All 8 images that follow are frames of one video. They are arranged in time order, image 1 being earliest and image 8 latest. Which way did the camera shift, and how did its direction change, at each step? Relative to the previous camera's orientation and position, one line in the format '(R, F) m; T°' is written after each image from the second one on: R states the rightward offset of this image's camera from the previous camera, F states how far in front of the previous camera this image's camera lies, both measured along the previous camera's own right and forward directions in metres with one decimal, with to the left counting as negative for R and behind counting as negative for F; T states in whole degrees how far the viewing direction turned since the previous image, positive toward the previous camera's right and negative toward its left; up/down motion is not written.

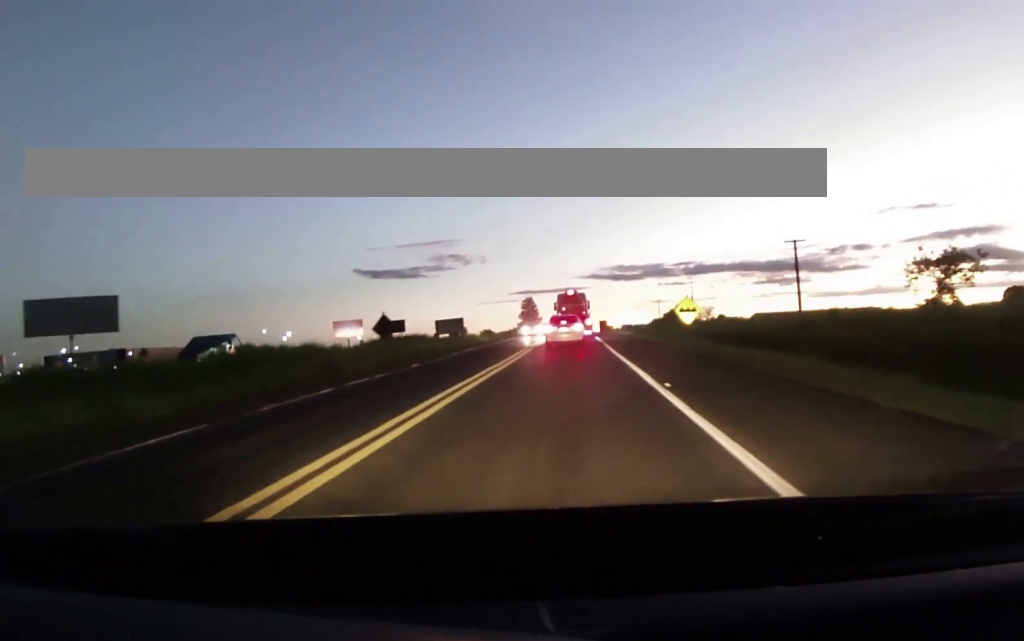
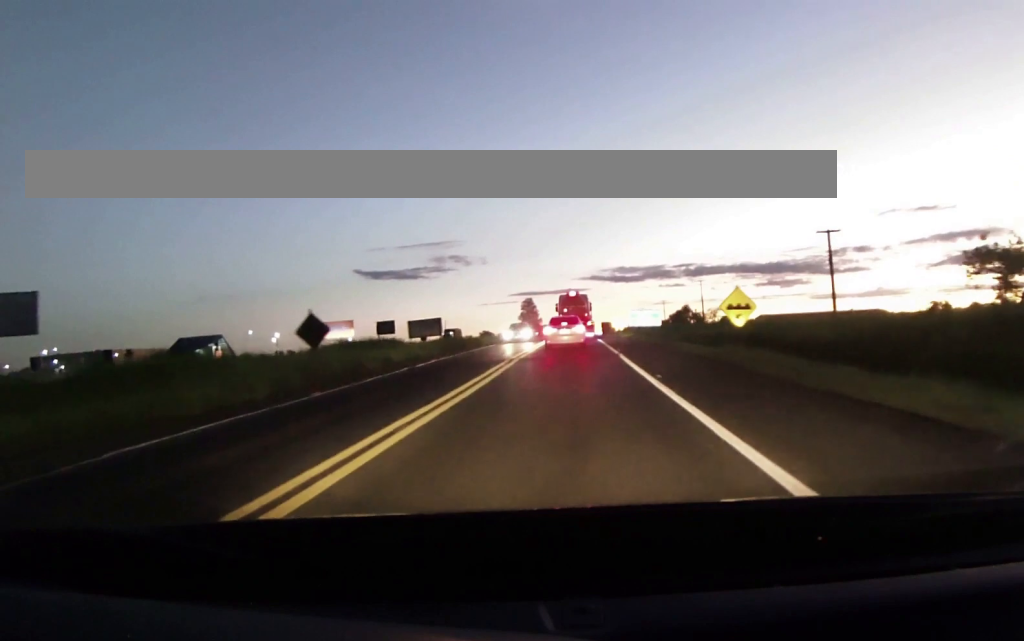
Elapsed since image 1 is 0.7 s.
(0.0, +11.8) m; 0°
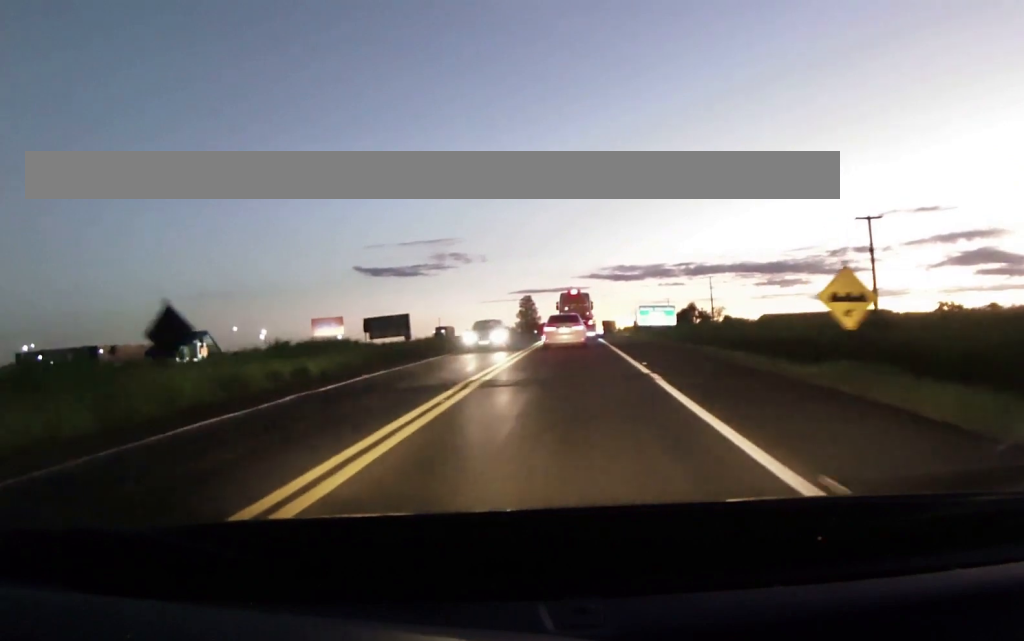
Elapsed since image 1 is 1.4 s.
(0.0, +11.2) m; 0°
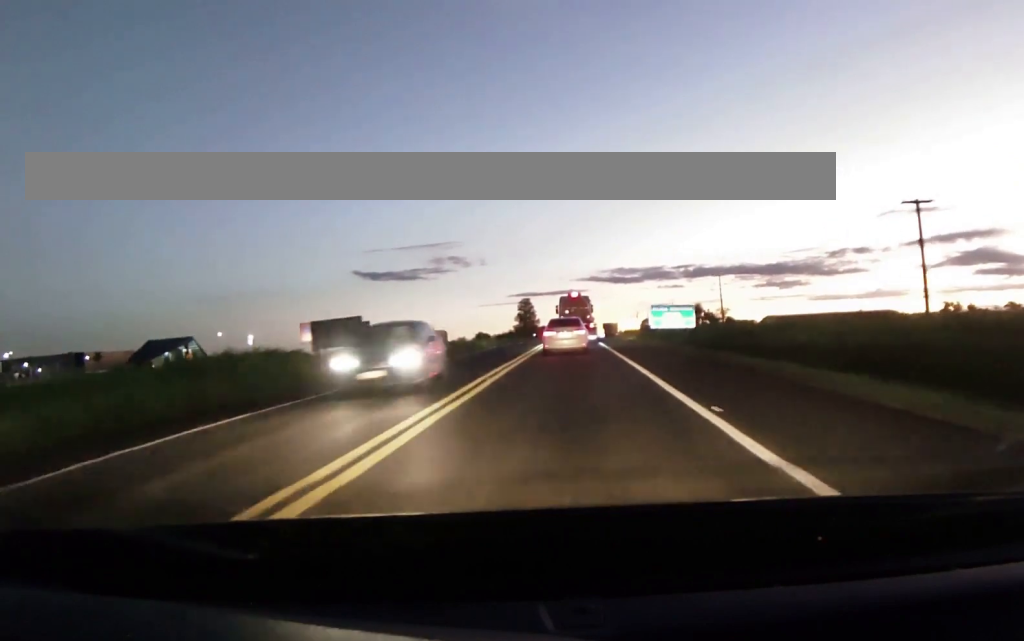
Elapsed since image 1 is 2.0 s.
(0.0, +10.4) m; +1°
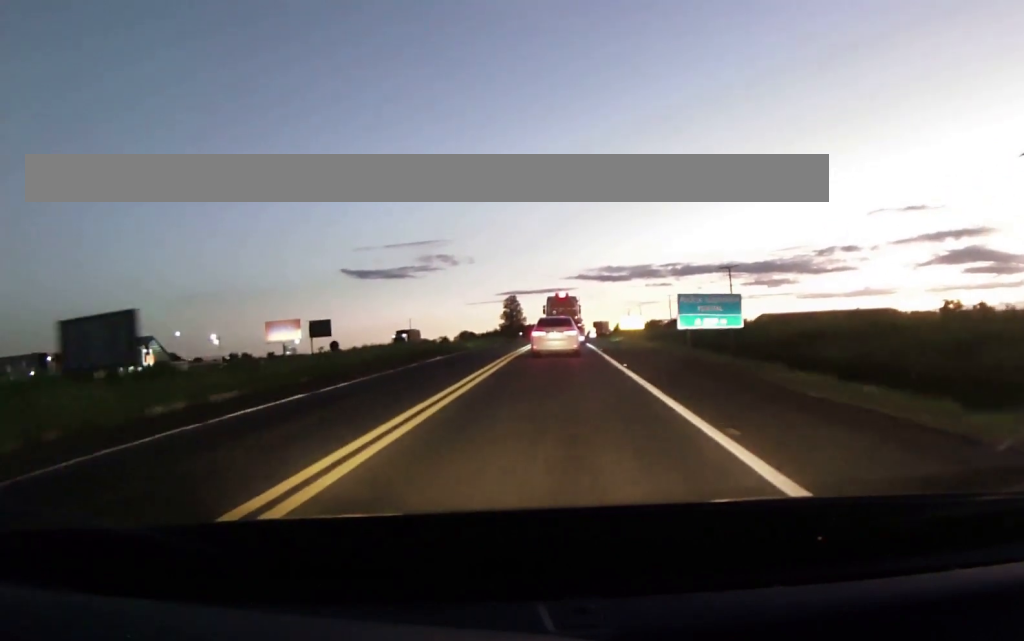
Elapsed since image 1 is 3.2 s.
(+0.3, +19.3) m; +1°
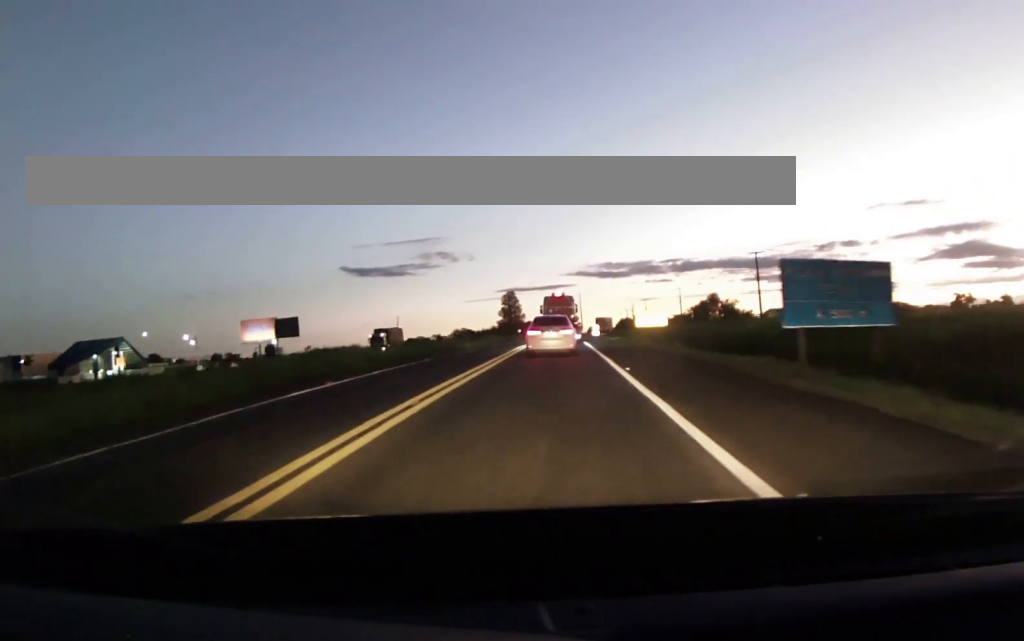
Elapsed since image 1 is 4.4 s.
(-0.3, +17.9) m; -2°
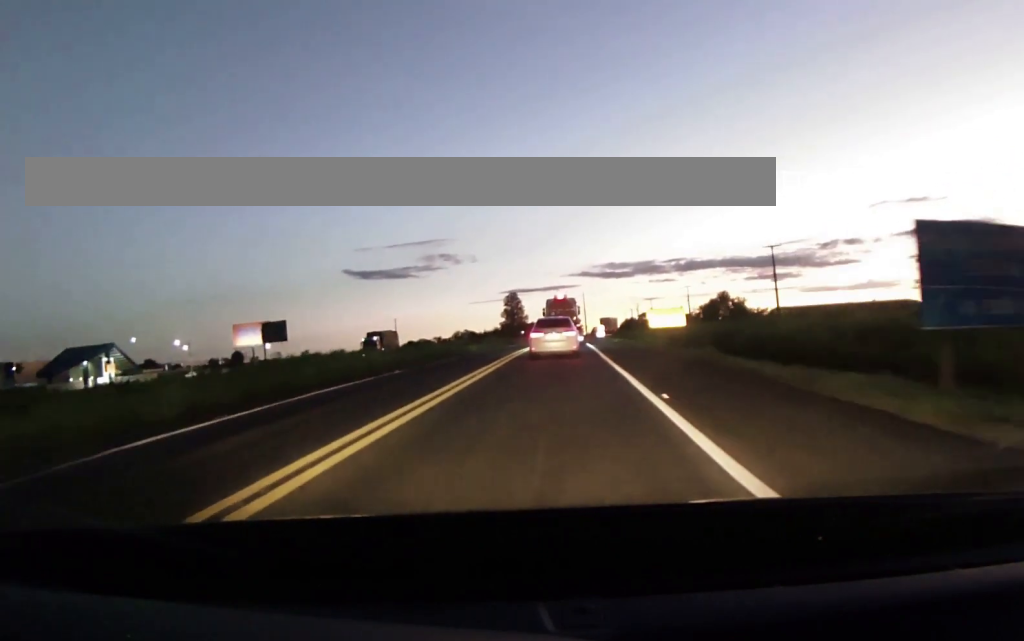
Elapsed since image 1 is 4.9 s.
(-0.2, +6.9) m; +1°
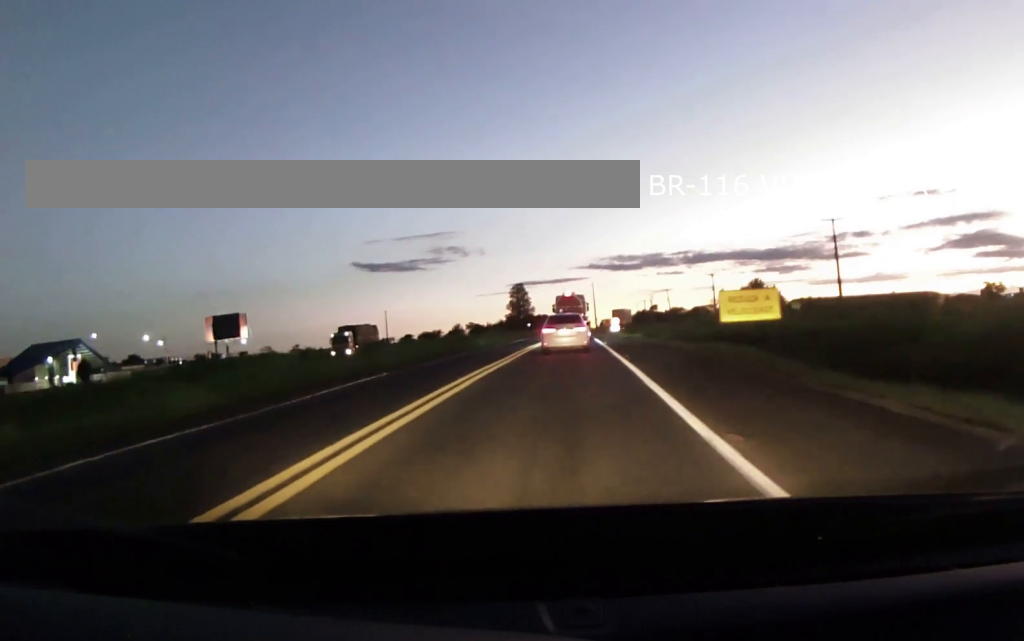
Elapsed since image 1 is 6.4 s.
(+0.5, +19.9) m; 0°
